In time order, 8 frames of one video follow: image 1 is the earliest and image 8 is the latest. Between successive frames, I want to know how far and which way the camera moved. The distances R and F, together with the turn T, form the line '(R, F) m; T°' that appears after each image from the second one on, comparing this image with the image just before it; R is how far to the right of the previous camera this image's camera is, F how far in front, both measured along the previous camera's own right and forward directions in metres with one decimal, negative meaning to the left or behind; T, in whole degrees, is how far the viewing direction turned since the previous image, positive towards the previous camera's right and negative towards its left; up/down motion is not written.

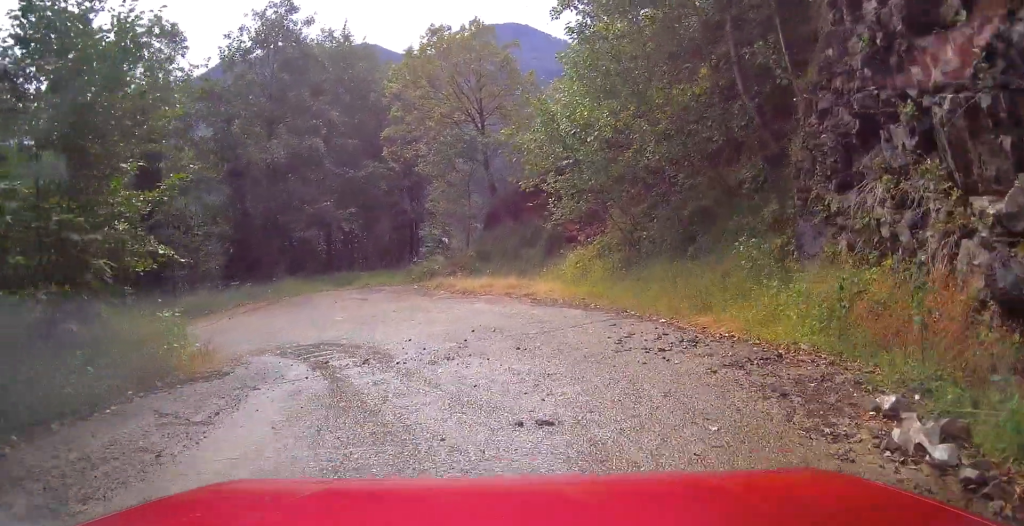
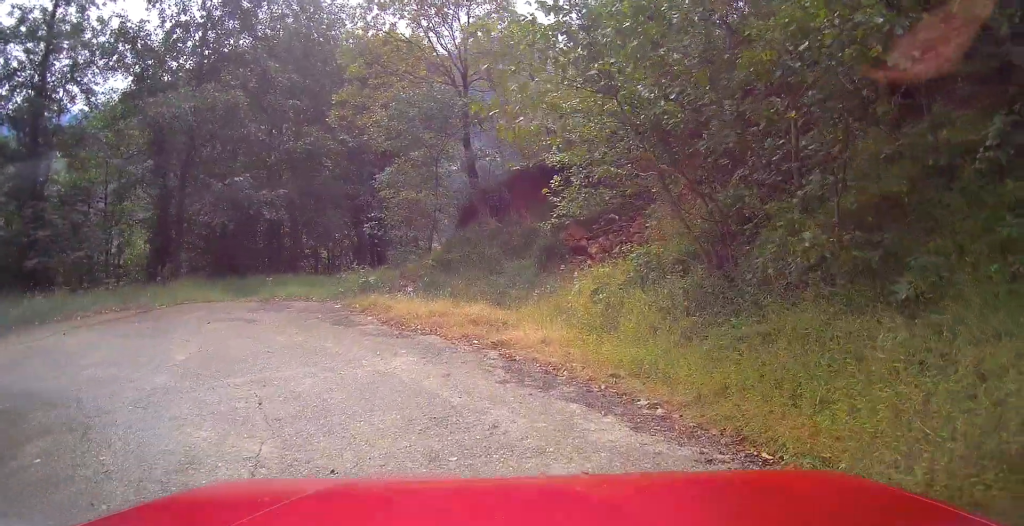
(+0.3, +7.5) m; -1°
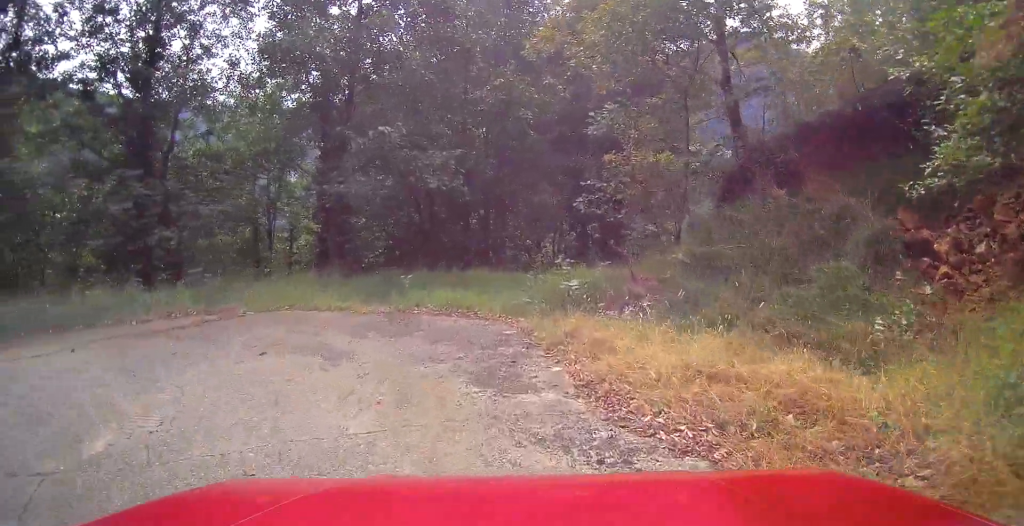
(-1.0, +6.2) m; -32°
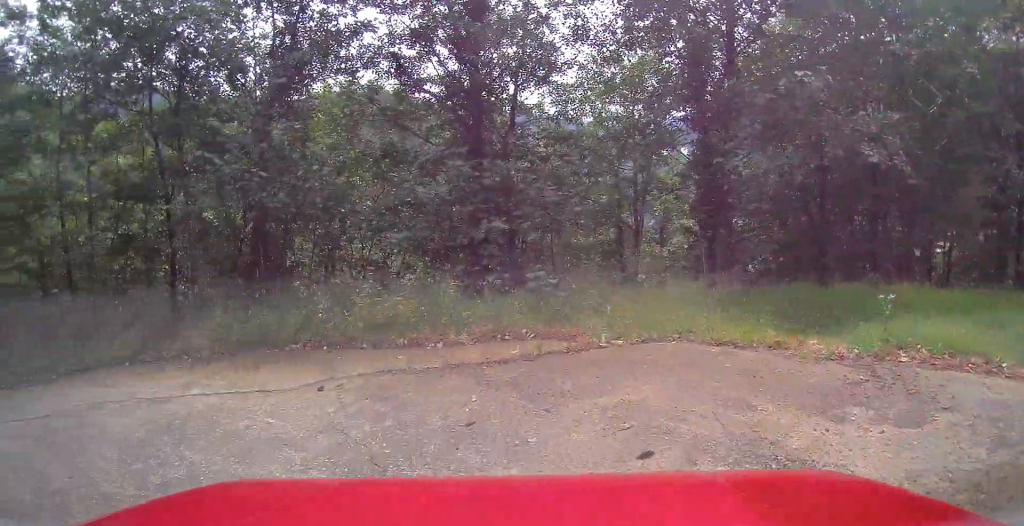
(-1.0, +3.2) m; -34°
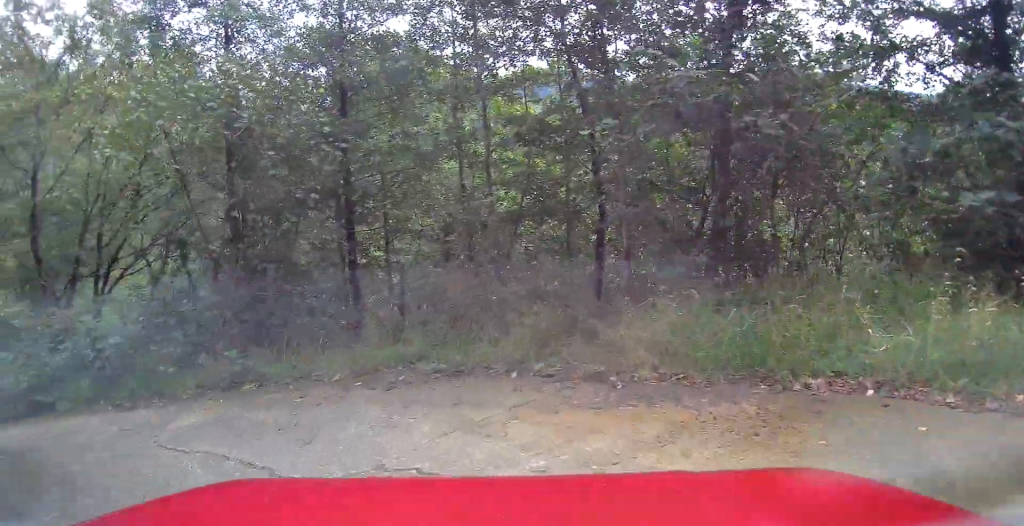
(-1.1, +3.6) m; -28°
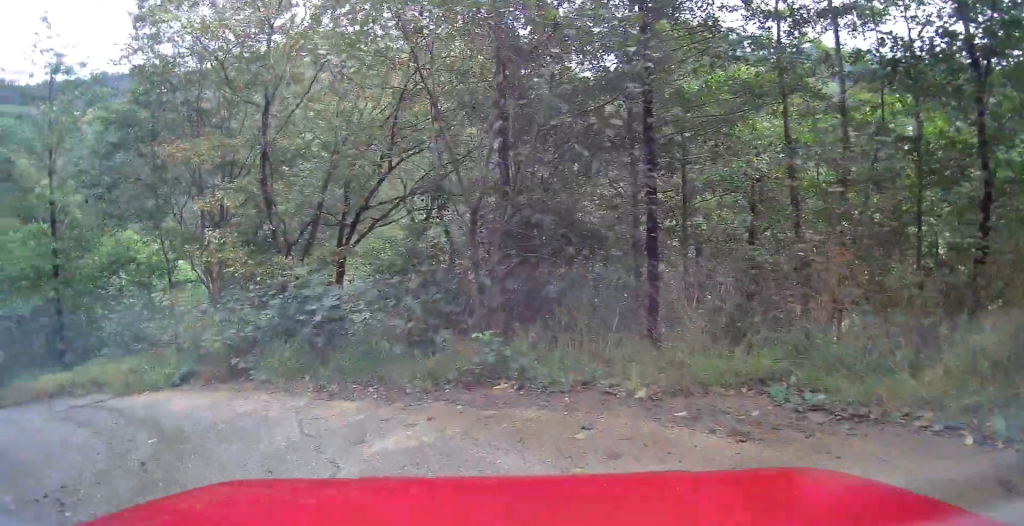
(-0.4, +2.7) m; -14°
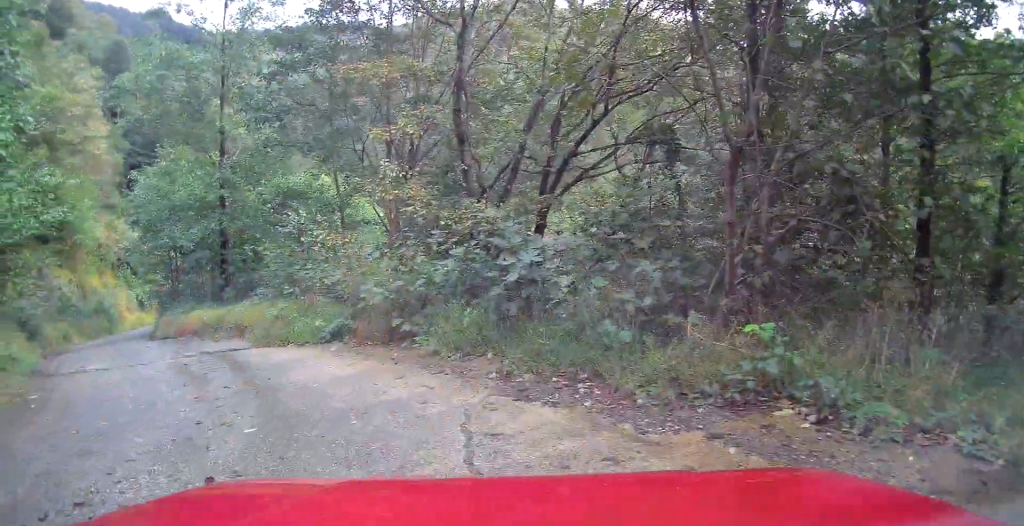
(-0.1, +2.0) m; -10°
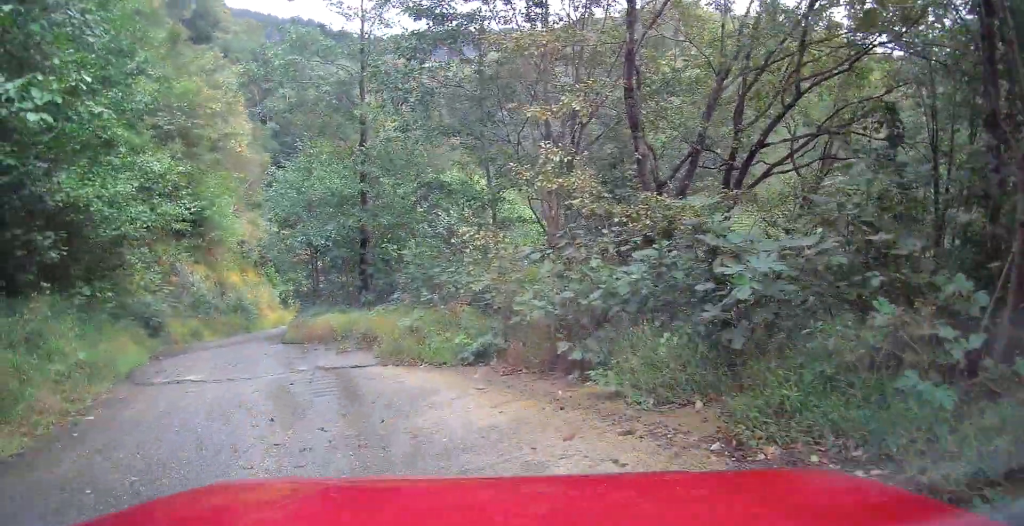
(-0.2, +1.6) m; -9°
